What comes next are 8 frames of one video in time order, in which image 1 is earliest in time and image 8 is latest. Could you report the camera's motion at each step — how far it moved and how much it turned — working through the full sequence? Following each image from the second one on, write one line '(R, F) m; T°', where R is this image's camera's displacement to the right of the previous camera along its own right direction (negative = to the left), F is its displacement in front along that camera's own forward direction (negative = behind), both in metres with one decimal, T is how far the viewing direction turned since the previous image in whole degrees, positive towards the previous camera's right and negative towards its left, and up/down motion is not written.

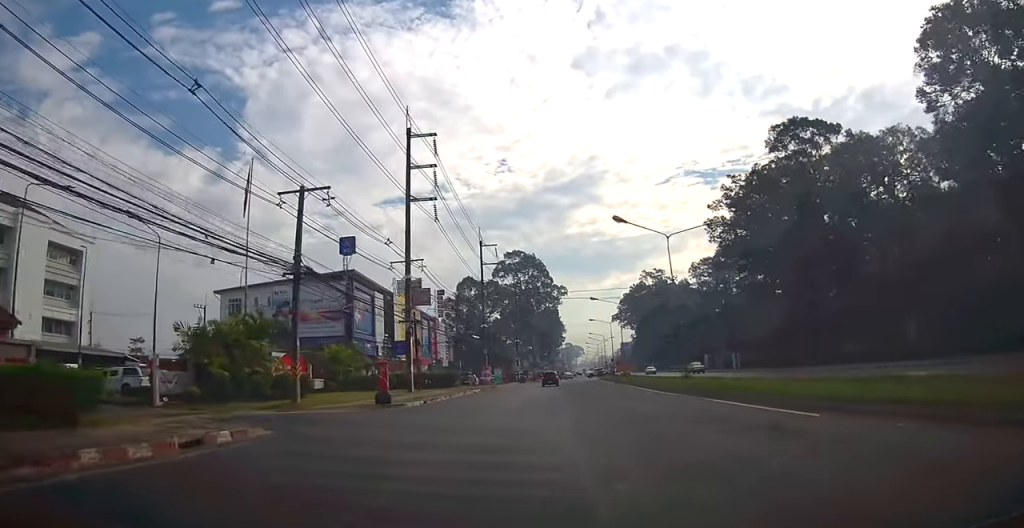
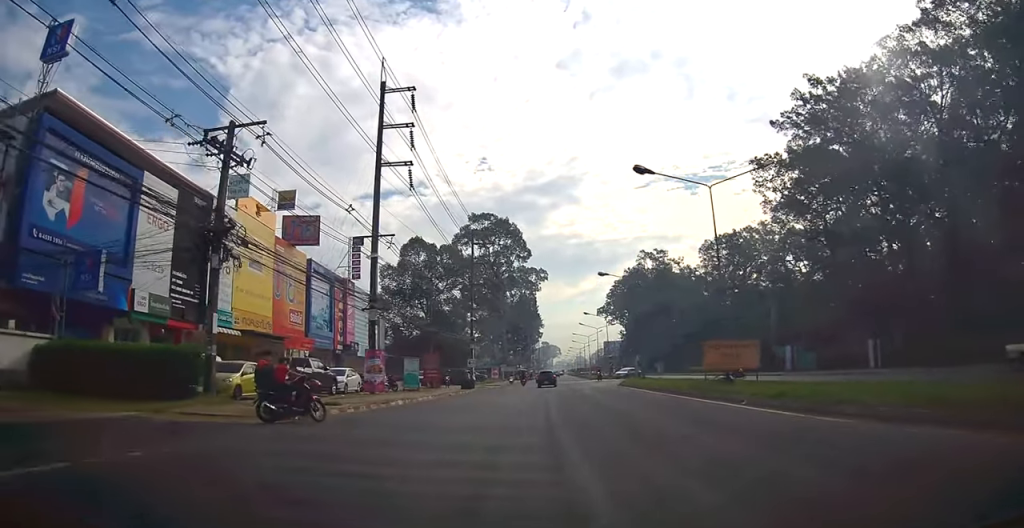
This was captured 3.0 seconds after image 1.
(+0.8, +42.5) m; +1°
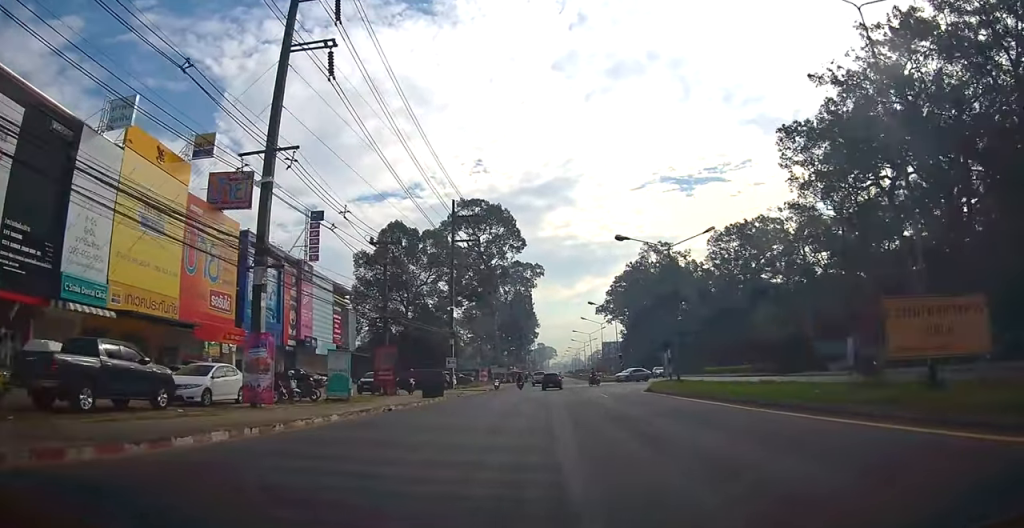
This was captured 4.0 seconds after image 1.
(0.0, +13.5) m; 0°
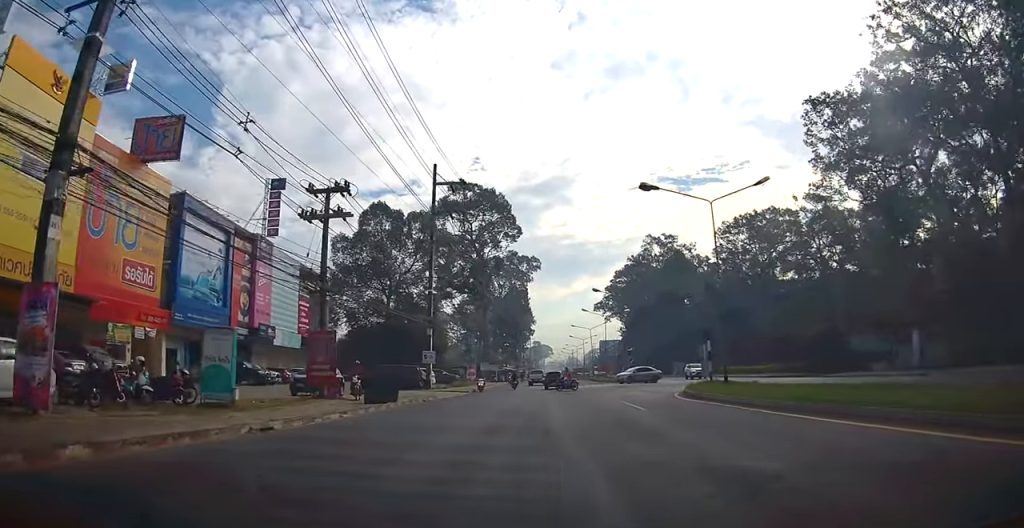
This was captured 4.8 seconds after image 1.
(0.0, +10.1) m; +1°
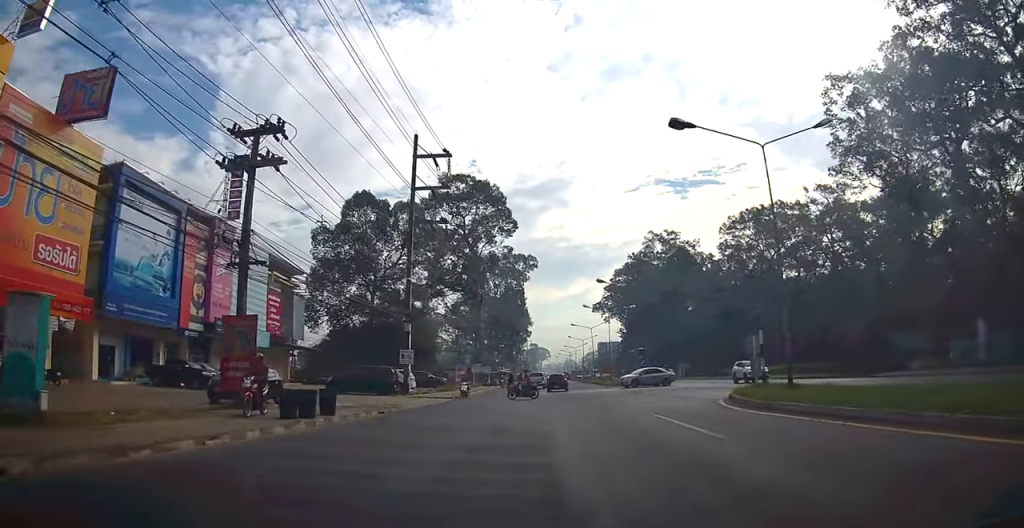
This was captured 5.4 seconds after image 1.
(+0.1, +7.4) m; 0°
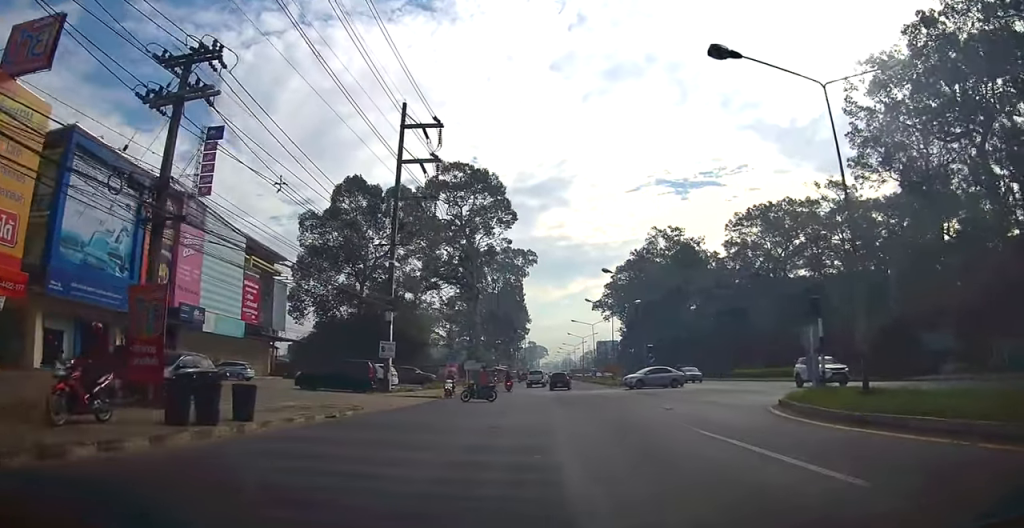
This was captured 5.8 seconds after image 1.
(0.0, +5.0) m; 0°
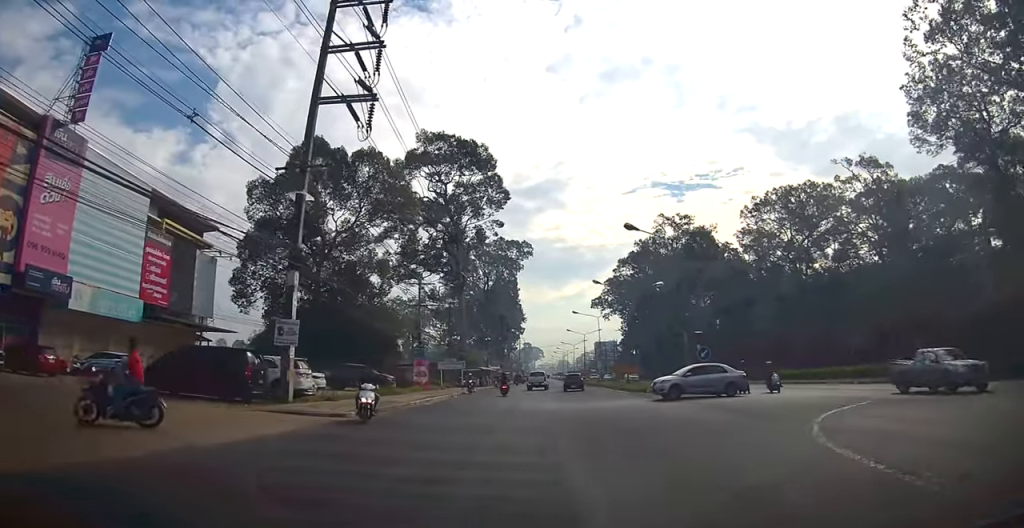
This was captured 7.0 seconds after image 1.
(-0.2, +14.8) m; 0°
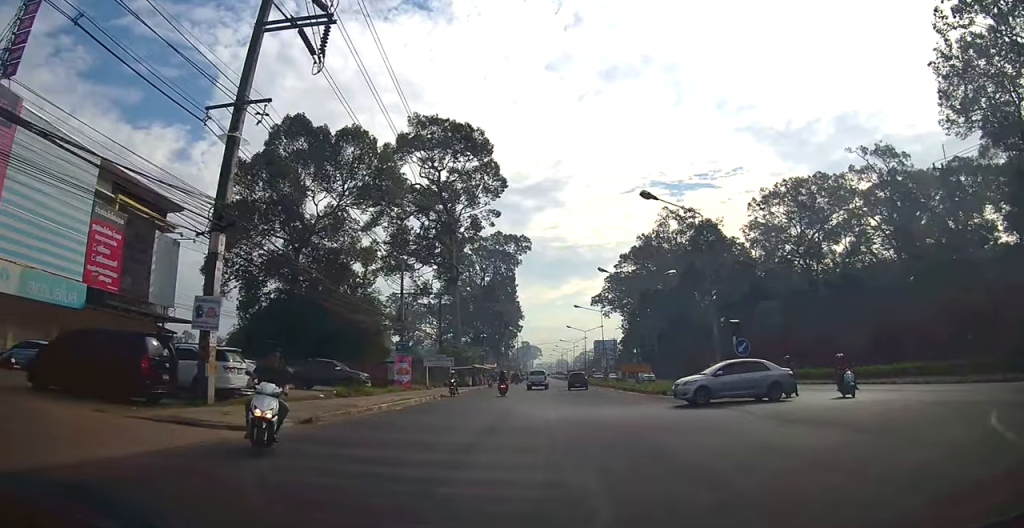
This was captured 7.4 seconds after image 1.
(0.0, +5.9) m; +1°
